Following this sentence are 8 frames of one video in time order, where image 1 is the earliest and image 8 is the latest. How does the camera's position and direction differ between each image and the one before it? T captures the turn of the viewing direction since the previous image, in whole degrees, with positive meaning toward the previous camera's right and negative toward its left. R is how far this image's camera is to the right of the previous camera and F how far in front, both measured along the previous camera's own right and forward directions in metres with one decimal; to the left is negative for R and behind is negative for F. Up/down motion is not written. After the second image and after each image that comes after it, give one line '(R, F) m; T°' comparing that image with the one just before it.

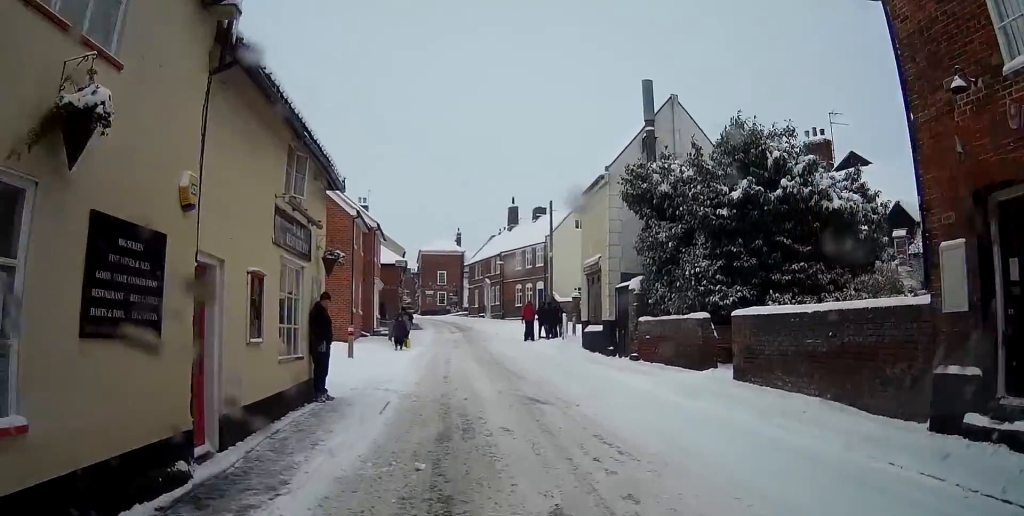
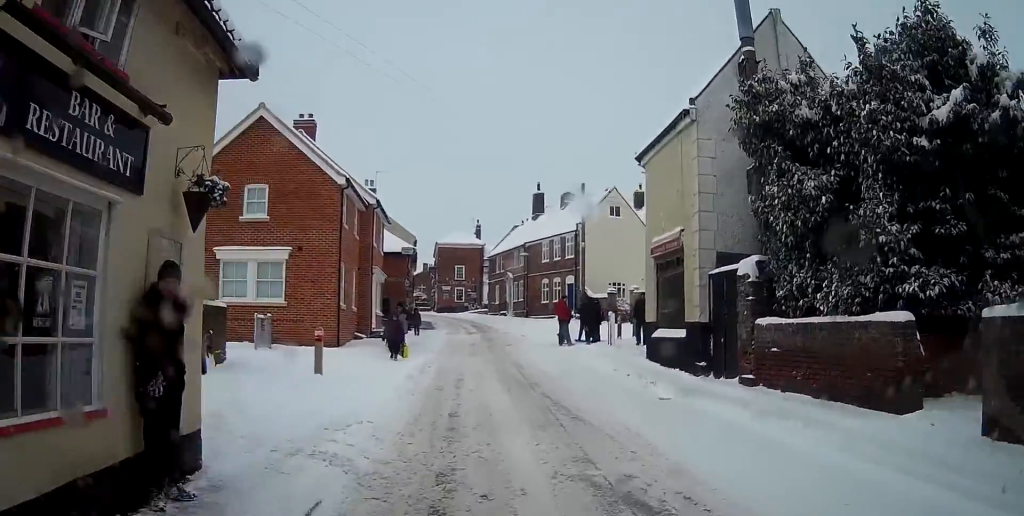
(0.0, +6.0) m; -3°
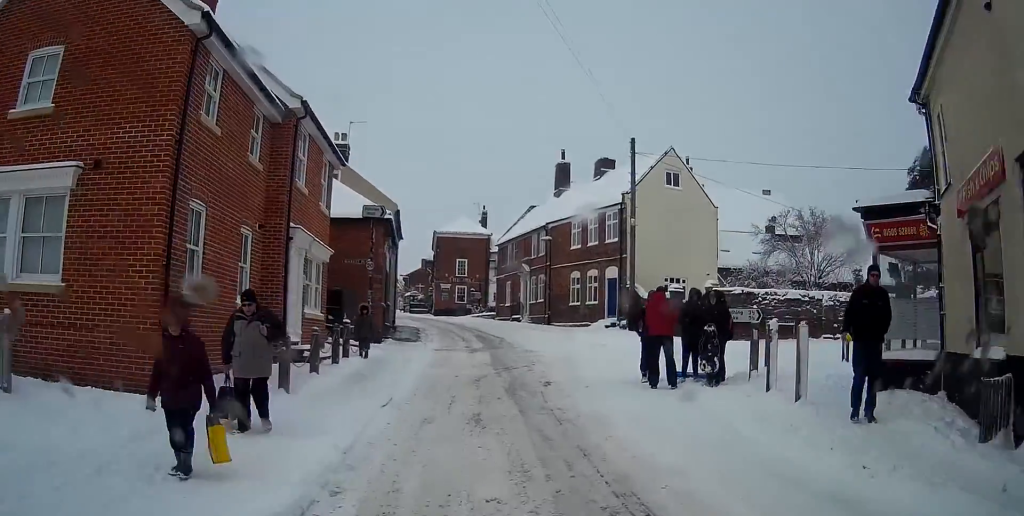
(-0.5, +12.2) m; -2°
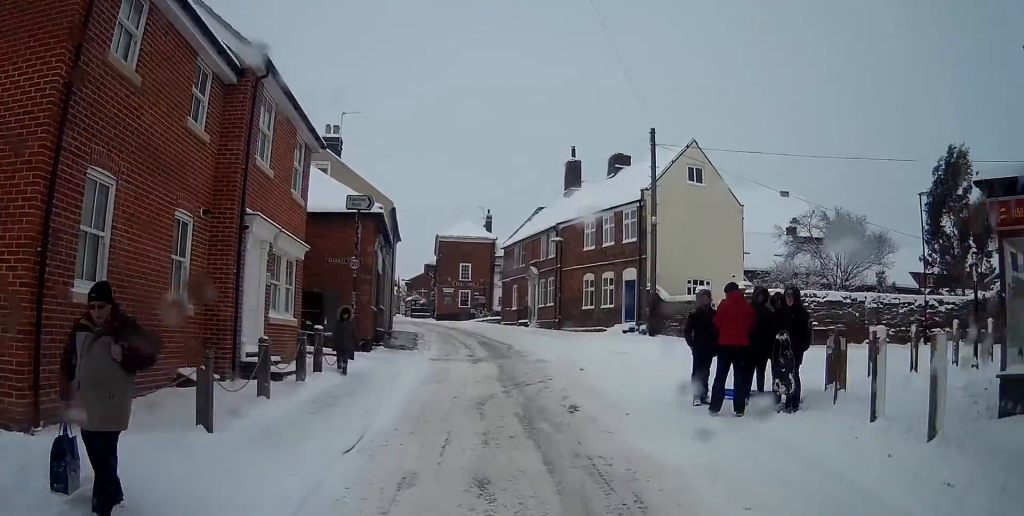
(+0.1, +3.1) m; 0°
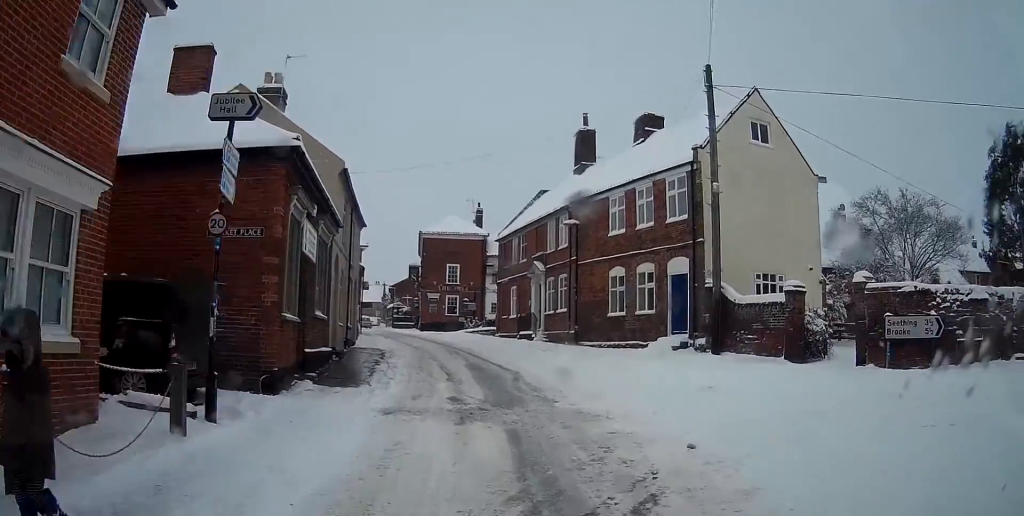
(-0.1, +9.2) m; 0°
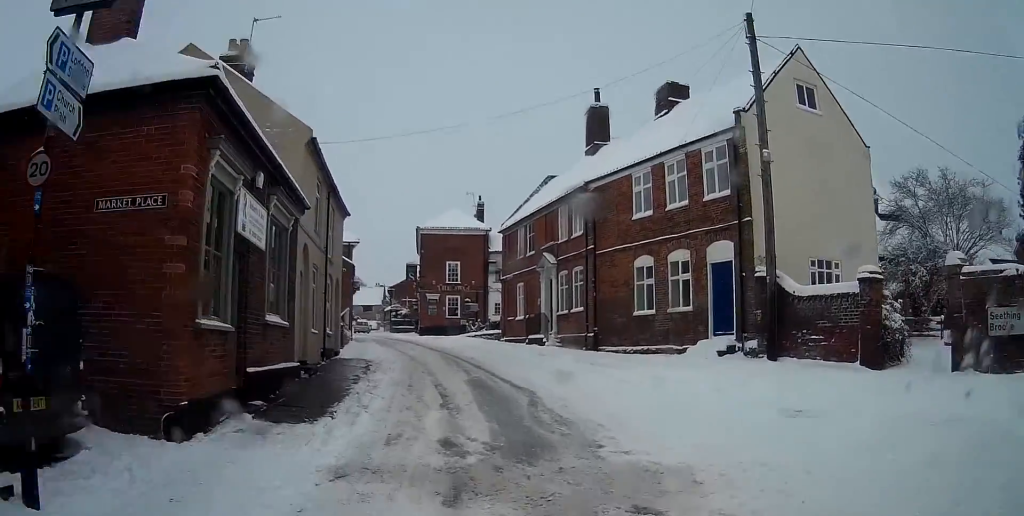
(0.0, +3.8) m; 0°
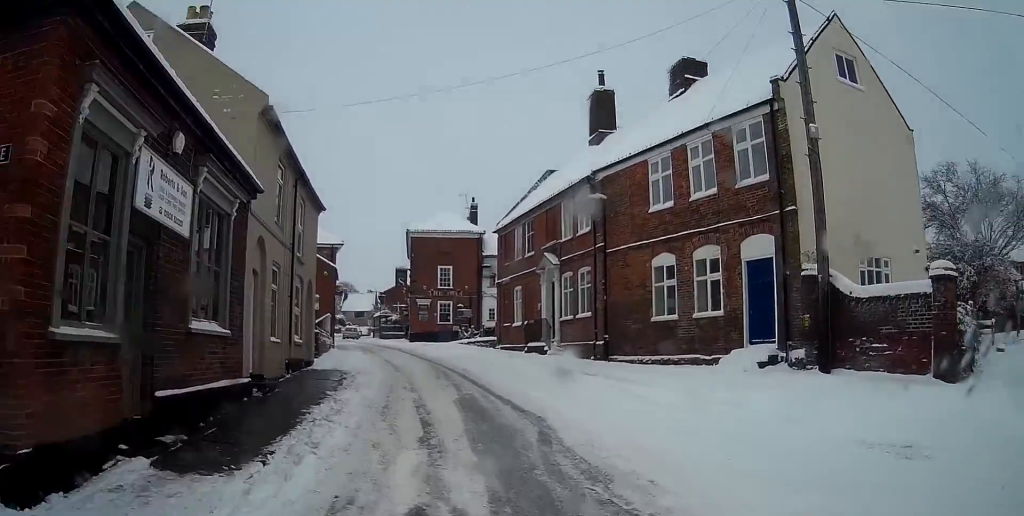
(0.0, +3.0) m; -1°
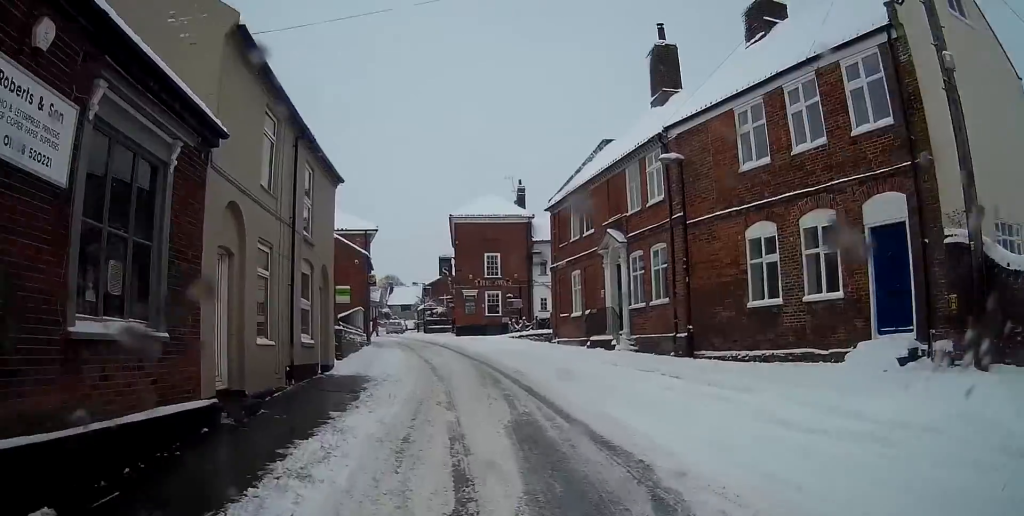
(+0.1, +3.5) m; -2°
